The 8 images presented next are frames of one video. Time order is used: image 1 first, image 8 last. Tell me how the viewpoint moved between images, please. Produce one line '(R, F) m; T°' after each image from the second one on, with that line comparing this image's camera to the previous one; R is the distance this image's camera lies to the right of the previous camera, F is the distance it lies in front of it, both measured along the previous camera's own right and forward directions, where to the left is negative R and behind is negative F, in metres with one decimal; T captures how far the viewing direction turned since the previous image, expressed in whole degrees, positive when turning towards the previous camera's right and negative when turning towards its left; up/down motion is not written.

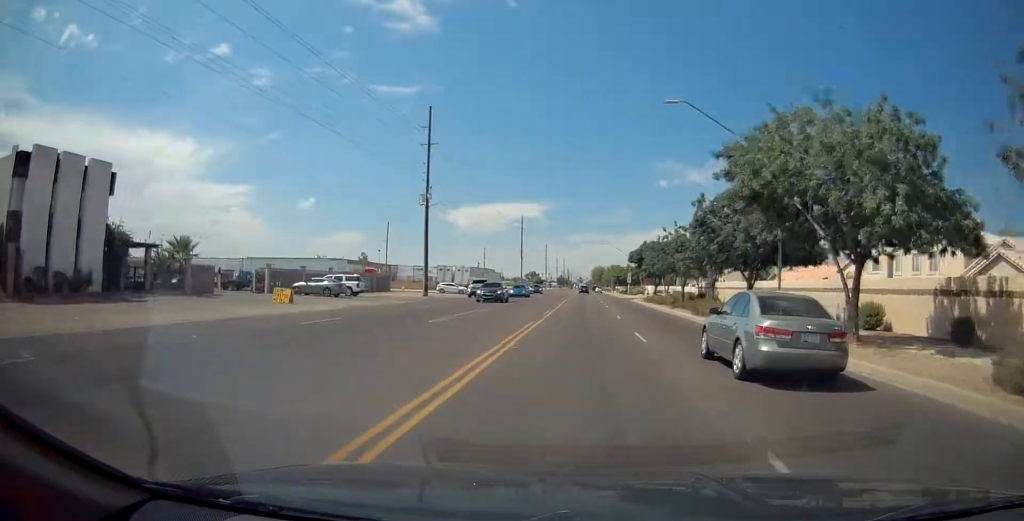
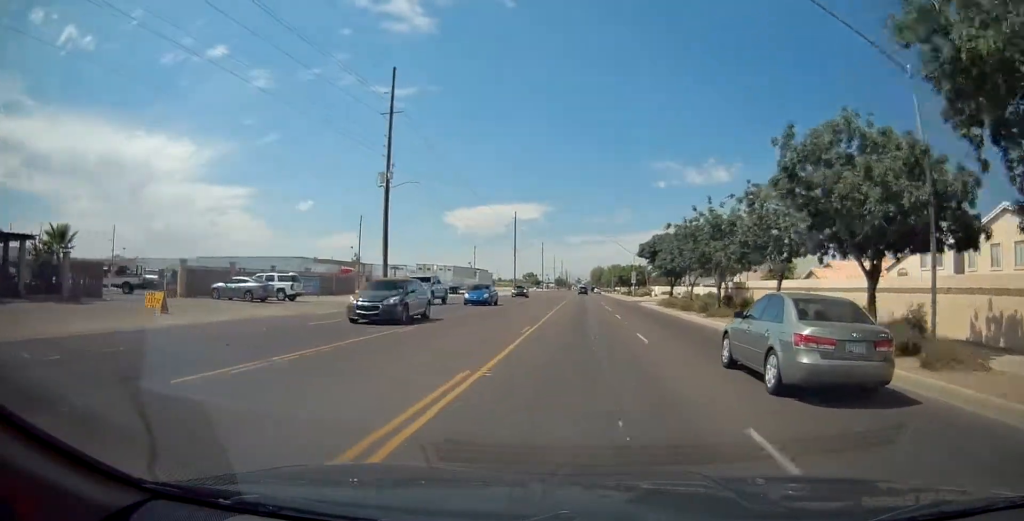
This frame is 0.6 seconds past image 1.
(+0.2, +11.5) m; +3°
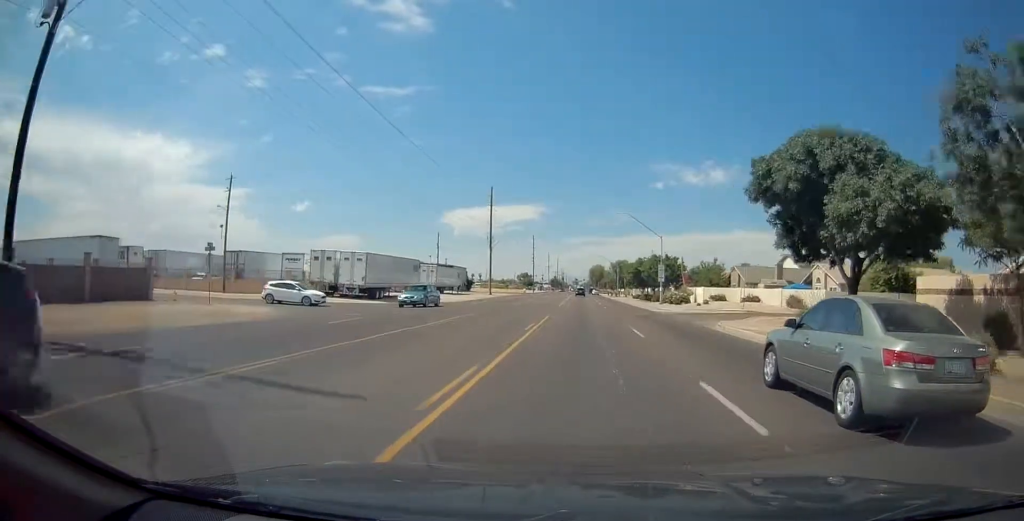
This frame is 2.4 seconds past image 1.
(+0.6, +33.5) m; +1°
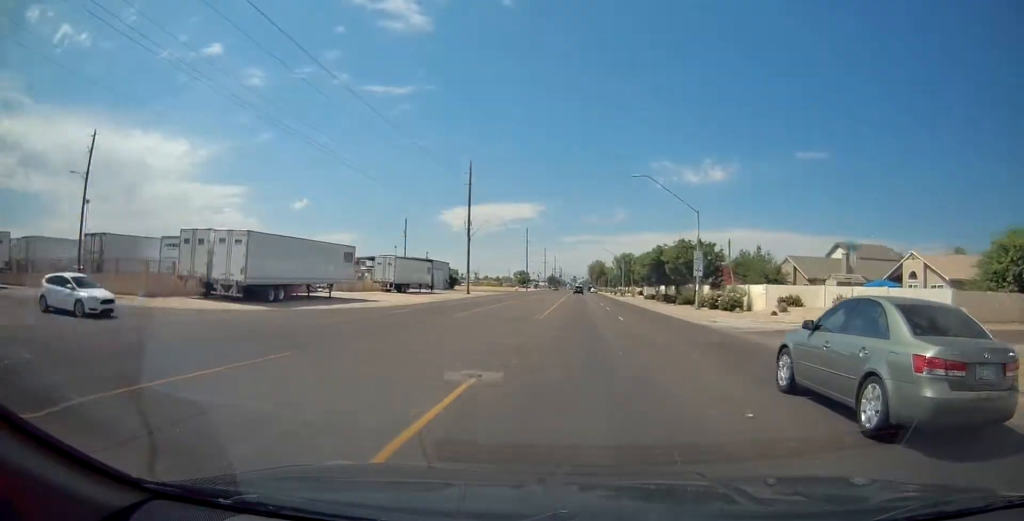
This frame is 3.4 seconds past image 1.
(+0.2, +18.8) m; 0°
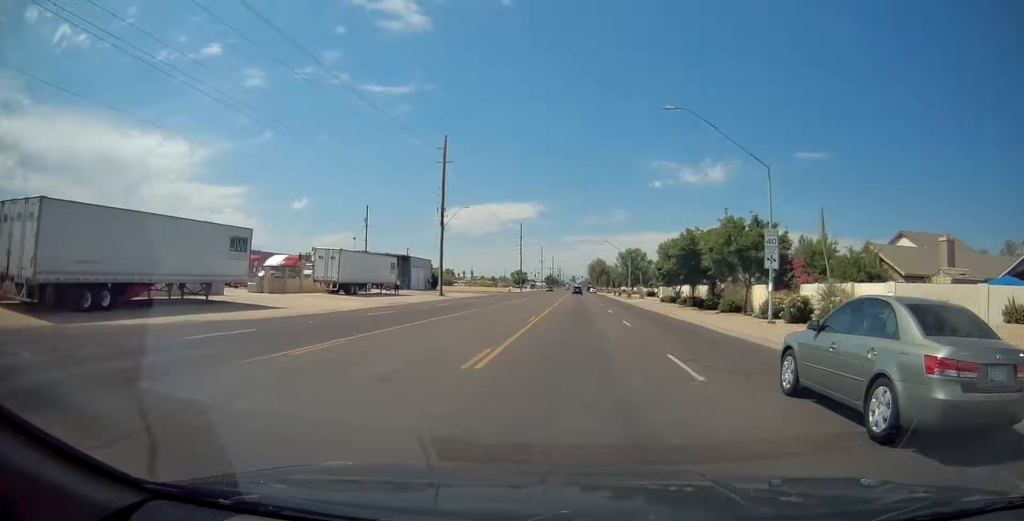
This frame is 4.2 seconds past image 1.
(-0.1, +15.7) m; -1°
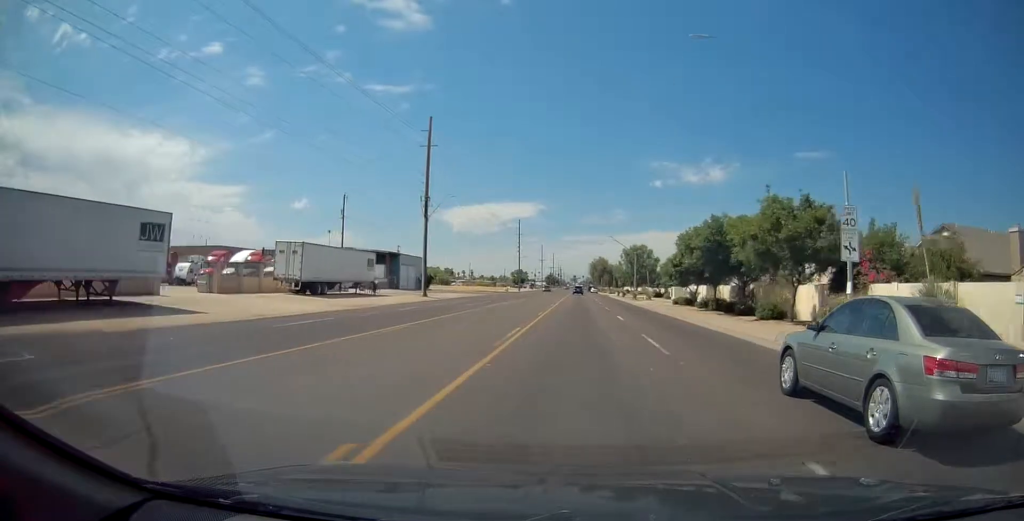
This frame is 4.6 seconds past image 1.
(-0.2, +7.5) m; -1°
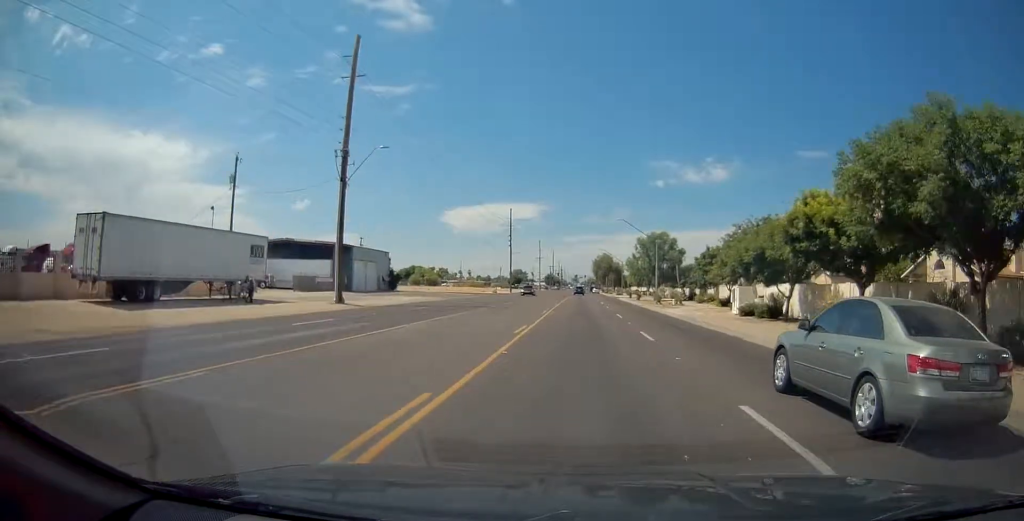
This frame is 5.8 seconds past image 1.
(-0.1, +21.9) m; 0°
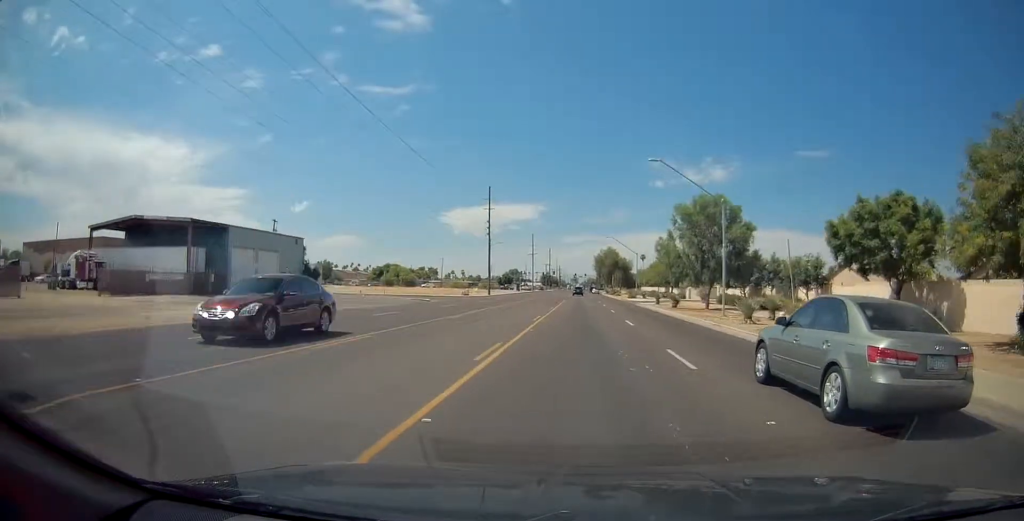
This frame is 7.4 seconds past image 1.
(0.0, +30.0) m; 0°
